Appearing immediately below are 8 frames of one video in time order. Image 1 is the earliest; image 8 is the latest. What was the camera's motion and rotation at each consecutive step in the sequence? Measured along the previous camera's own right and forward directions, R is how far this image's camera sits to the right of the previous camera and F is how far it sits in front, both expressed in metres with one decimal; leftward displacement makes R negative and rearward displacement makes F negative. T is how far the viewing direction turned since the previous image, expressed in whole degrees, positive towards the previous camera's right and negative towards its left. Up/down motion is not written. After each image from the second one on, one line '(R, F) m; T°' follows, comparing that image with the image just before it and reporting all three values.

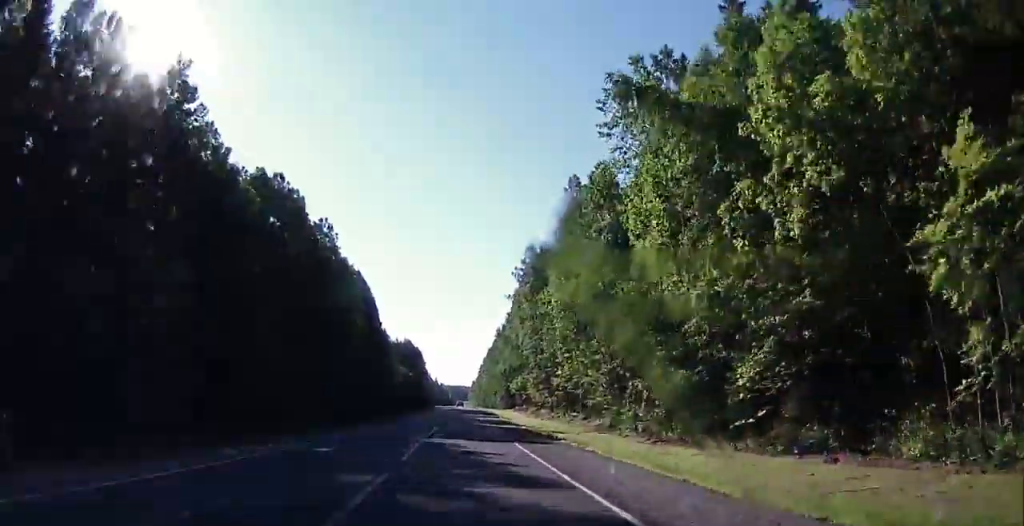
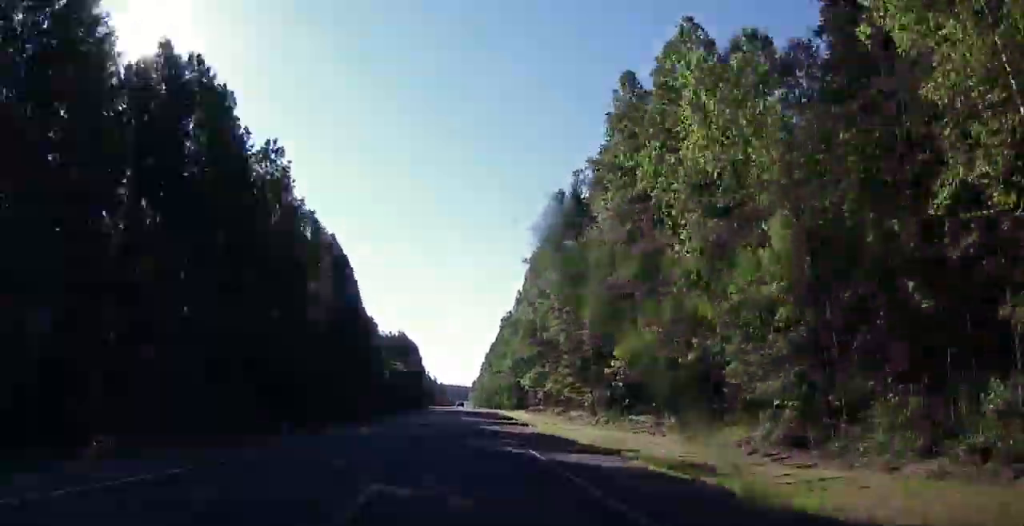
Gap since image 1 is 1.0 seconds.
(0.0, +25.2) m; 0°
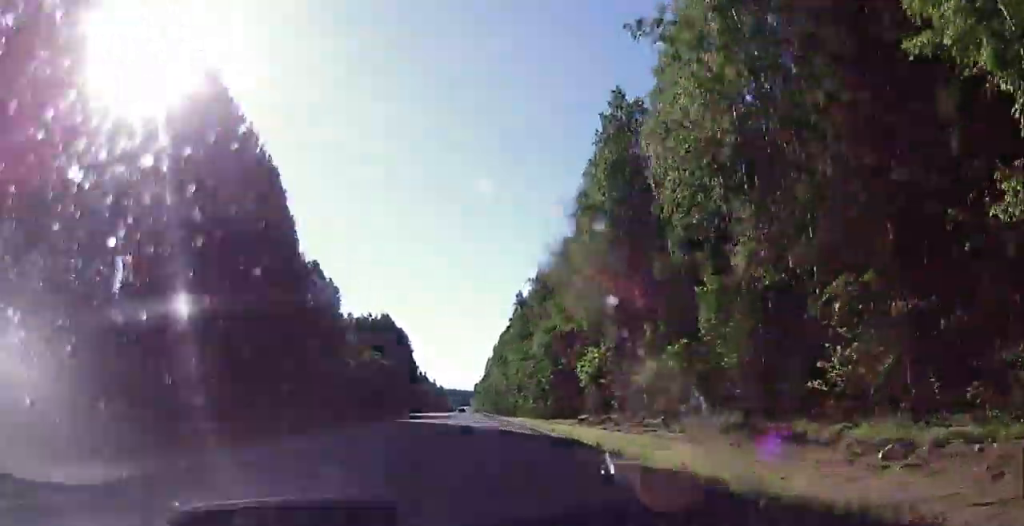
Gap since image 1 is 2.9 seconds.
(+0.9, +50.2) m; +2°
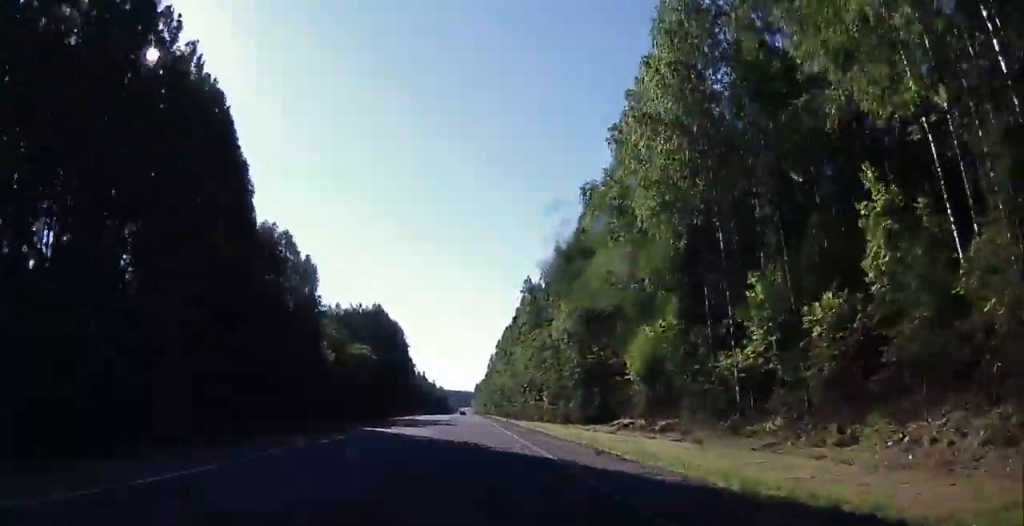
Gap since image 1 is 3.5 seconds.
(+0.1, +17.0) m; 0°
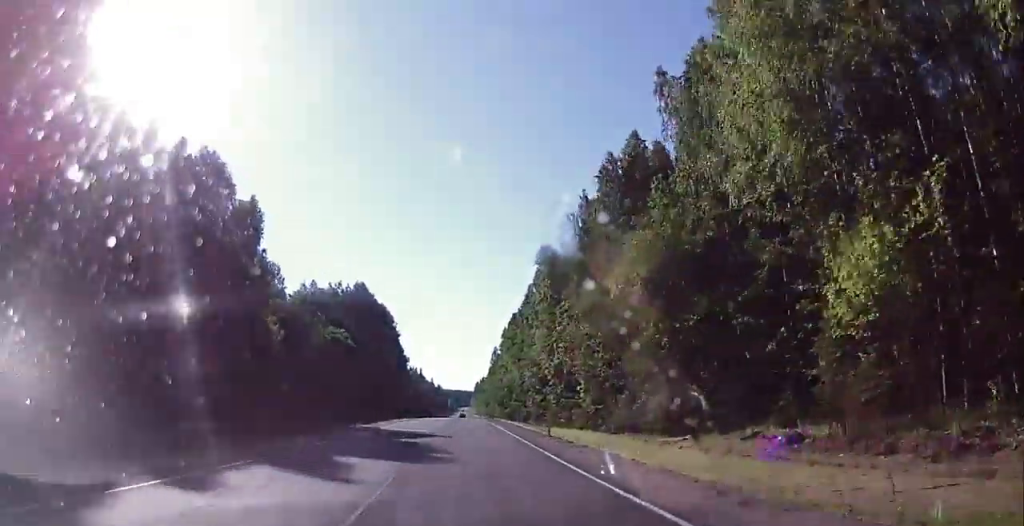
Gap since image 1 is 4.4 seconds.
(0.0, +25.3) m; +1°
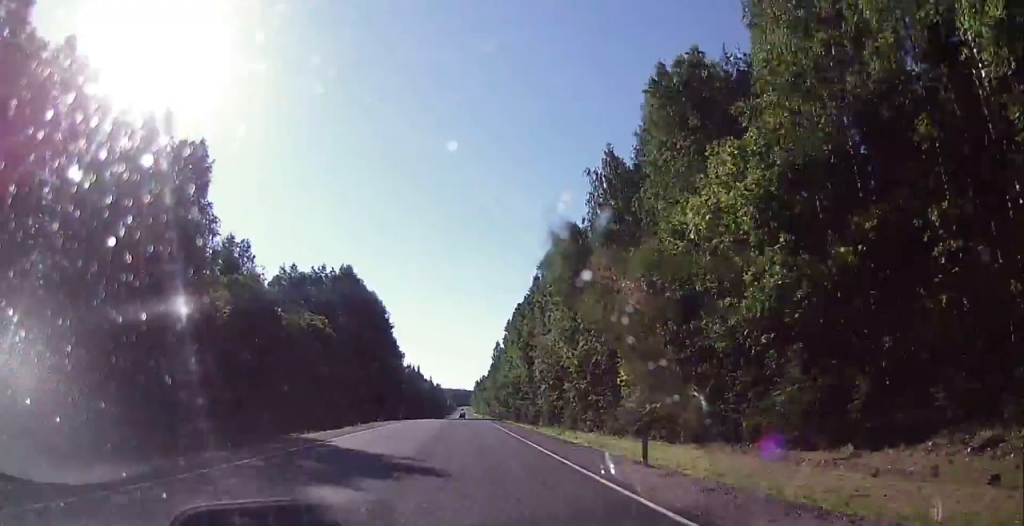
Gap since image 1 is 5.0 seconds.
(+0.1, +14.5) m; -1°
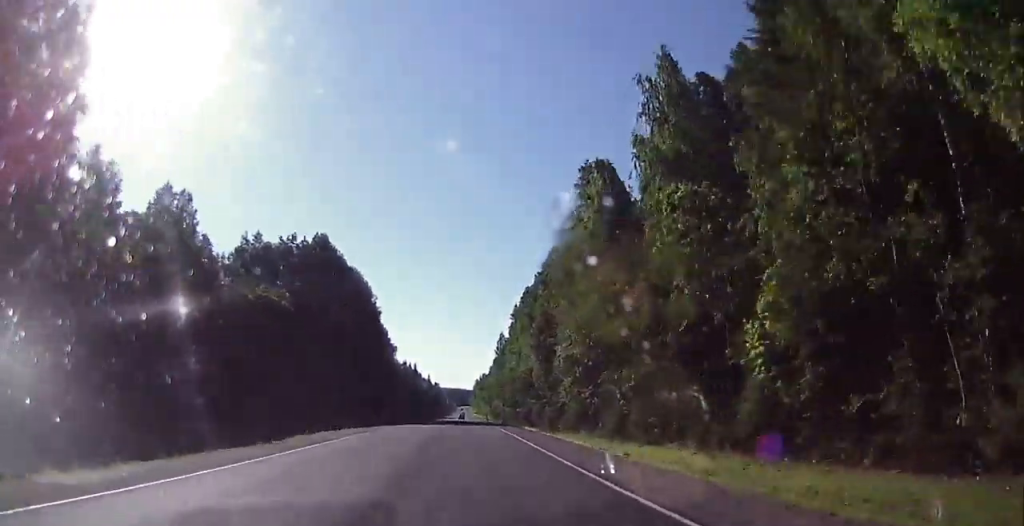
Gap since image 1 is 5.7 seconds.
(+0.1, +19.9) m; -1°
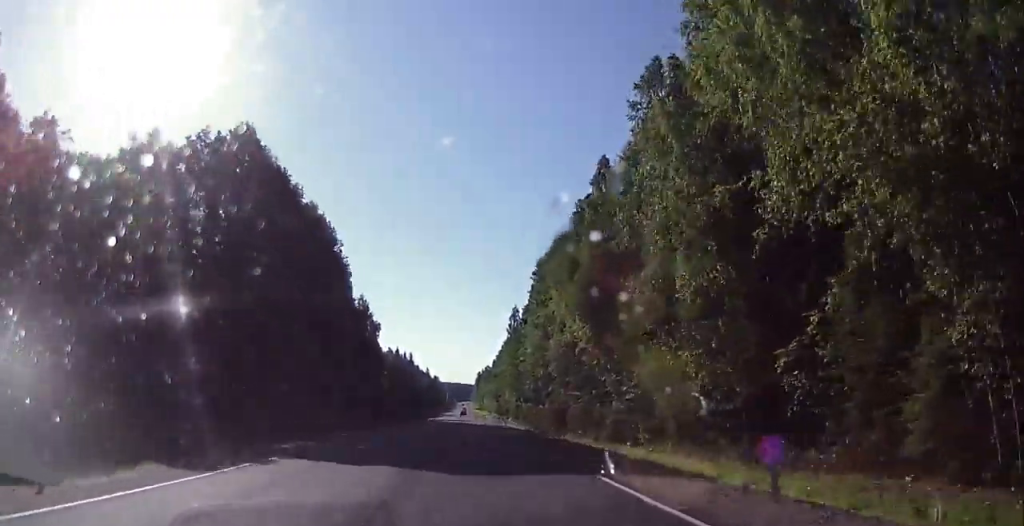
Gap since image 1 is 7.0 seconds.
(-0.9, +34.6) m; 0°
